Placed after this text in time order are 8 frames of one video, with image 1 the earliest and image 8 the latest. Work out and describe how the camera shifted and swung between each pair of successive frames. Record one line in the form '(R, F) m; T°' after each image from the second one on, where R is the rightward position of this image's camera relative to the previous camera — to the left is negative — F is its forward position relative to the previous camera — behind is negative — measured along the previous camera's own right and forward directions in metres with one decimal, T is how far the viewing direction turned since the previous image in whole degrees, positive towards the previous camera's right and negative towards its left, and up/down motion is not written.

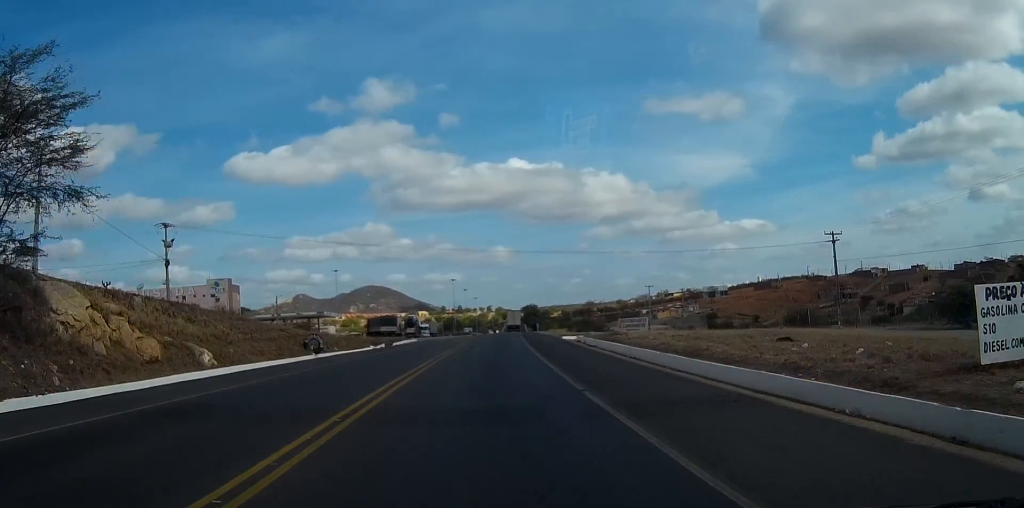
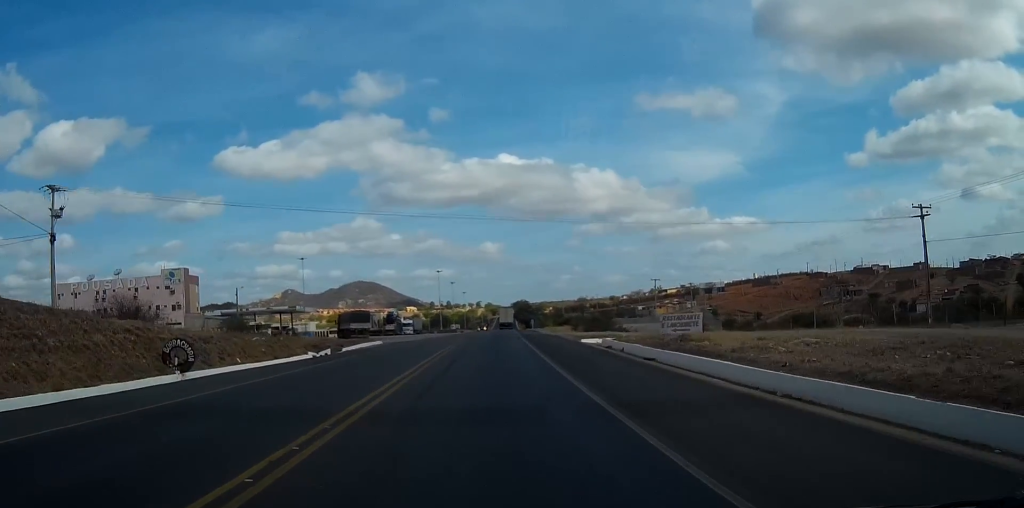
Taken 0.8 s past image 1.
(+0.1, +17.0) m; +1°
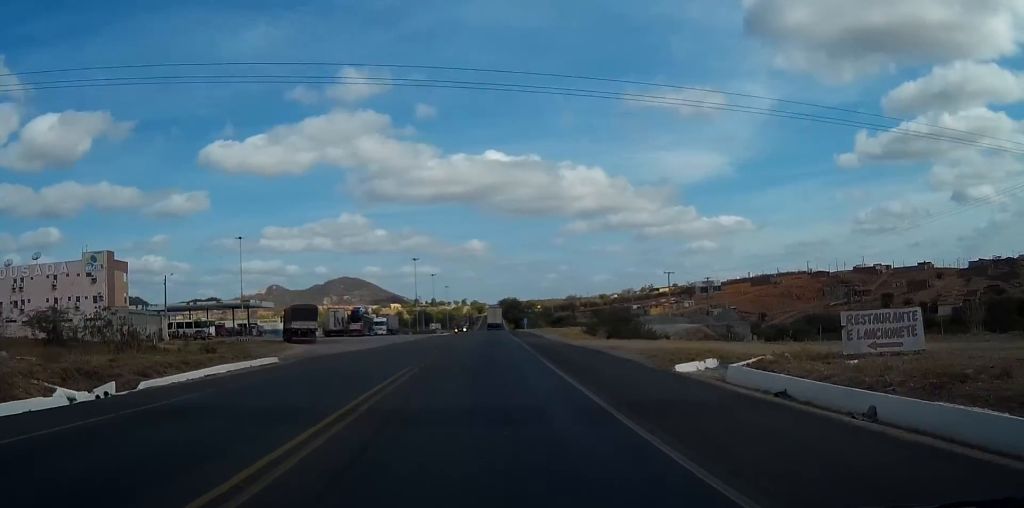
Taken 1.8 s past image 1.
(+0.4, +23.1) m; +1°
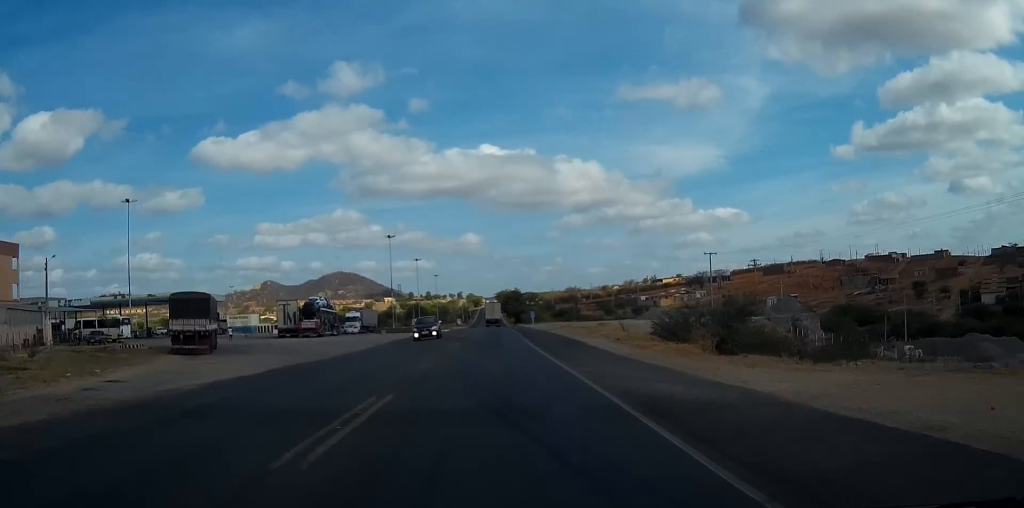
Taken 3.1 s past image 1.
(+0.1, +28.4) m; +1°
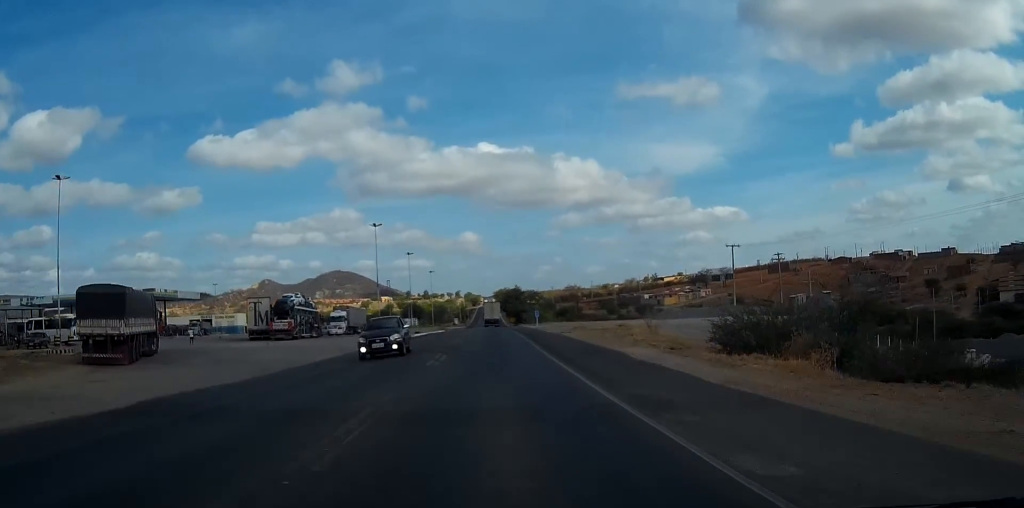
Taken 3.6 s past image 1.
(+0.1, +11.2) m; 0°
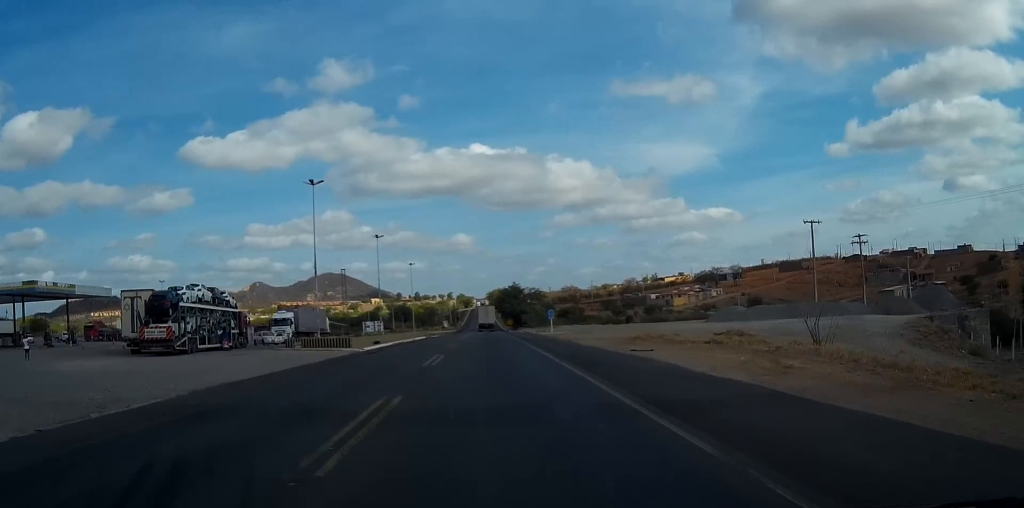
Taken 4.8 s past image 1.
(+0.3, +27.9) m; +1°
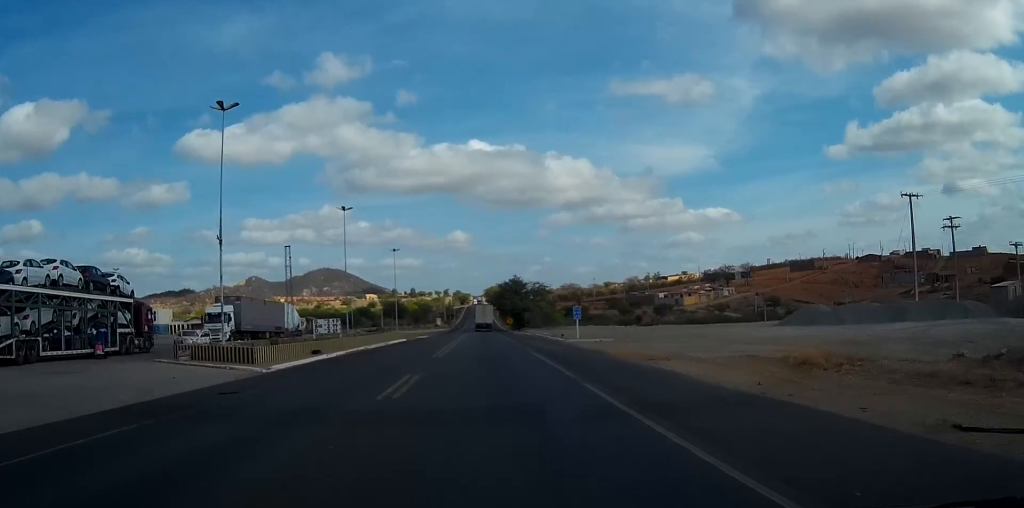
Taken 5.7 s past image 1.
(0.0, +19.9) m; 0°
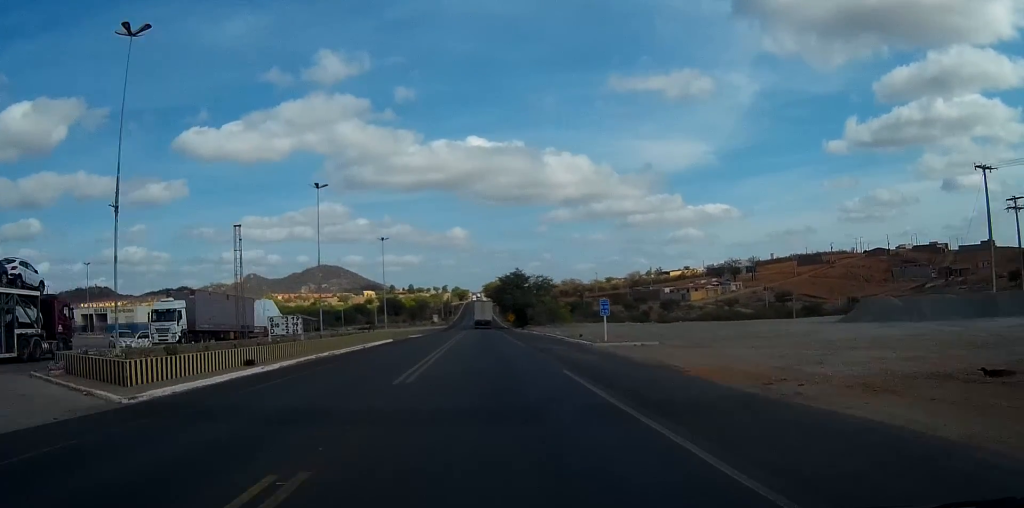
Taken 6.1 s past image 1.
(-0.1, +10.8) m; 0°
